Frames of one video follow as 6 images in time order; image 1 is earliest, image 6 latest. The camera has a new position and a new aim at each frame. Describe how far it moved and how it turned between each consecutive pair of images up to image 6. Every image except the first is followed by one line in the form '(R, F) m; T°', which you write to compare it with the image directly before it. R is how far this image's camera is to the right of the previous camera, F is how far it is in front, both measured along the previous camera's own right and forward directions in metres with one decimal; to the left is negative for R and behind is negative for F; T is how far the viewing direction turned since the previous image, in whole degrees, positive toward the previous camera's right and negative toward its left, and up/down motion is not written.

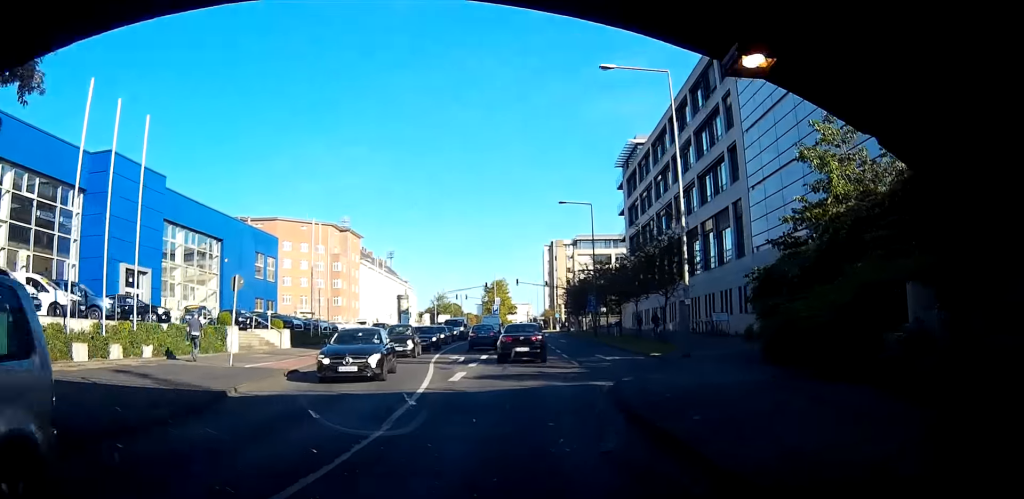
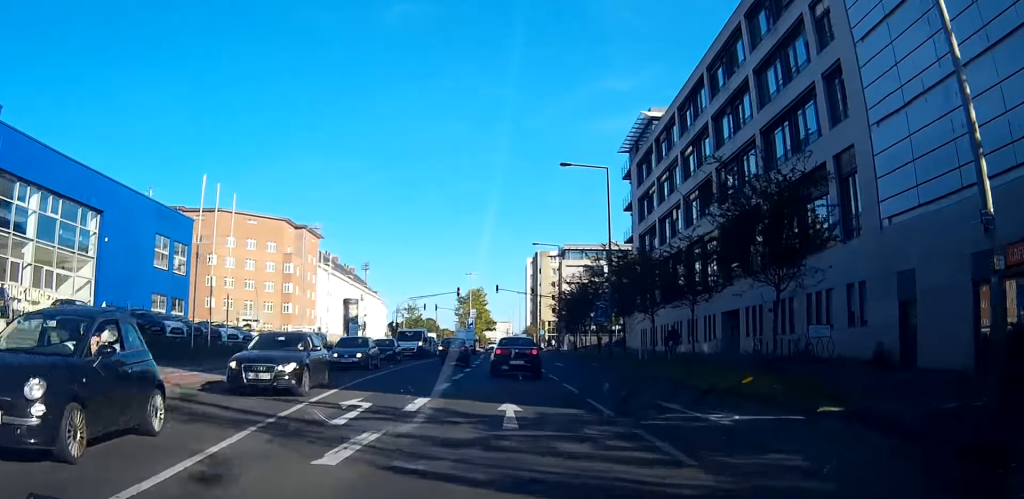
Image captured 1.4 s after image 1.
(-0.2, +20.2) m; +2°
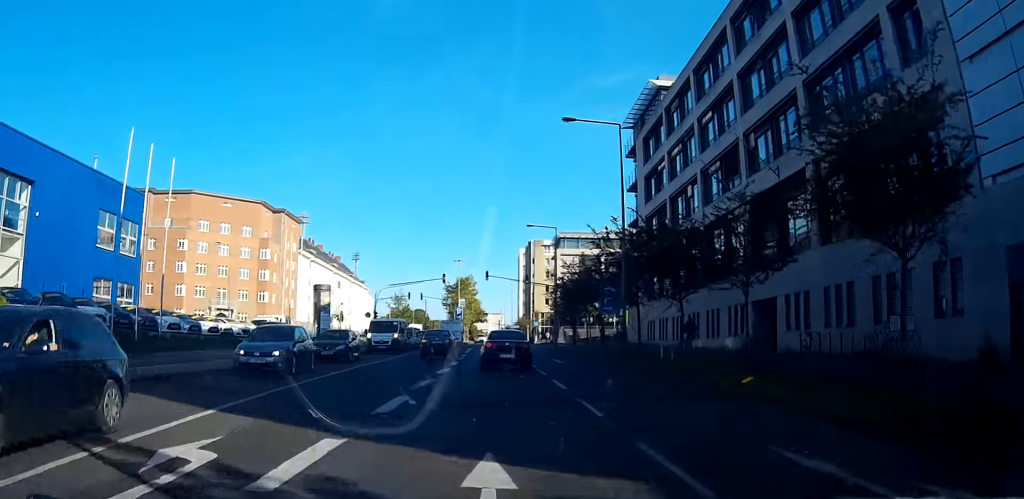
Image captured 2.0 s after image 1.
(+0.3, +8.2) m; +2°
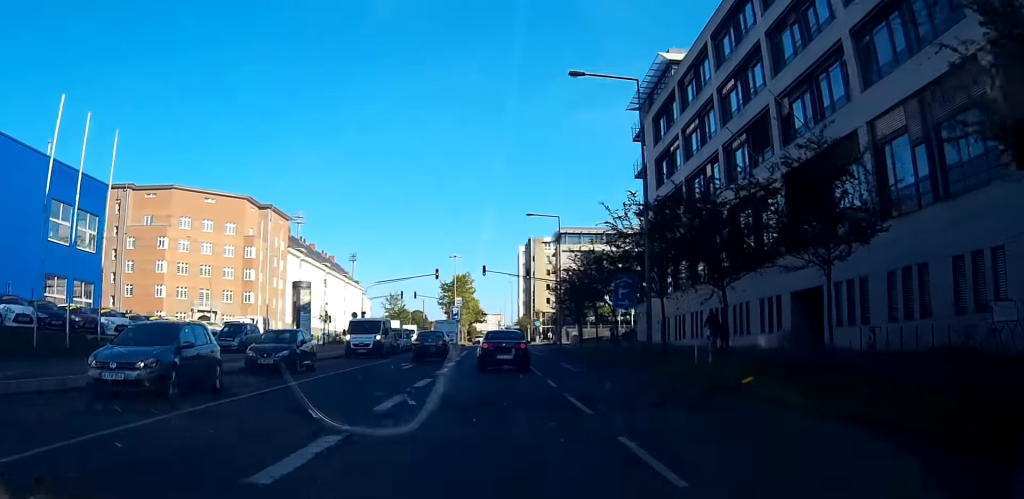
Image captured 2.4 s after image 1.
(+0.1, +6.3) m; +1°
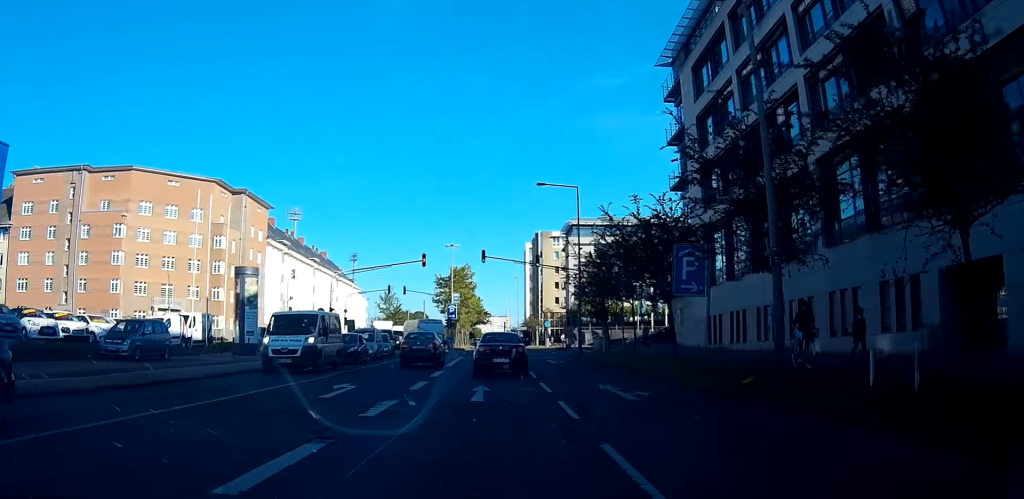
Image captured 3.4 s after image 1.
(+0.2, +13.7) m; -1°
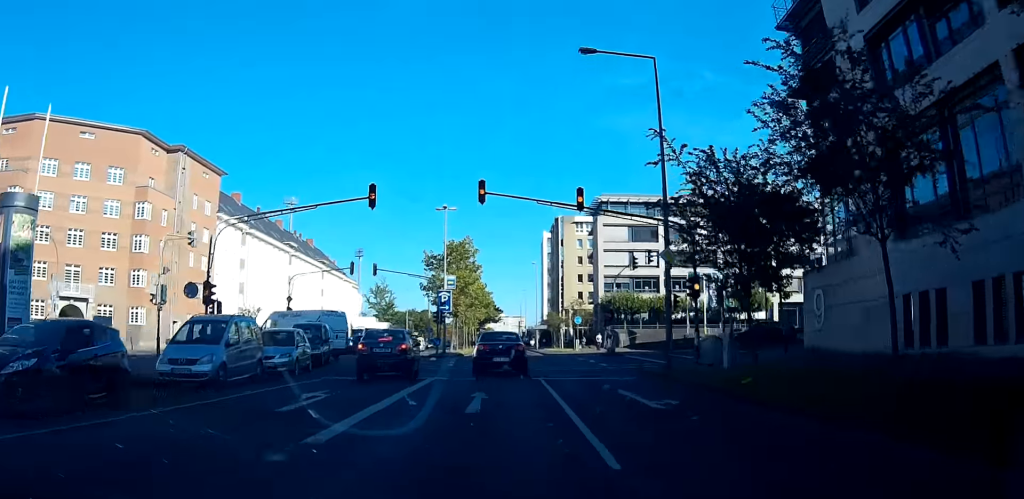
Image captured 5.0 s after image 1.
(-1.7, +23.6) m; -7°
